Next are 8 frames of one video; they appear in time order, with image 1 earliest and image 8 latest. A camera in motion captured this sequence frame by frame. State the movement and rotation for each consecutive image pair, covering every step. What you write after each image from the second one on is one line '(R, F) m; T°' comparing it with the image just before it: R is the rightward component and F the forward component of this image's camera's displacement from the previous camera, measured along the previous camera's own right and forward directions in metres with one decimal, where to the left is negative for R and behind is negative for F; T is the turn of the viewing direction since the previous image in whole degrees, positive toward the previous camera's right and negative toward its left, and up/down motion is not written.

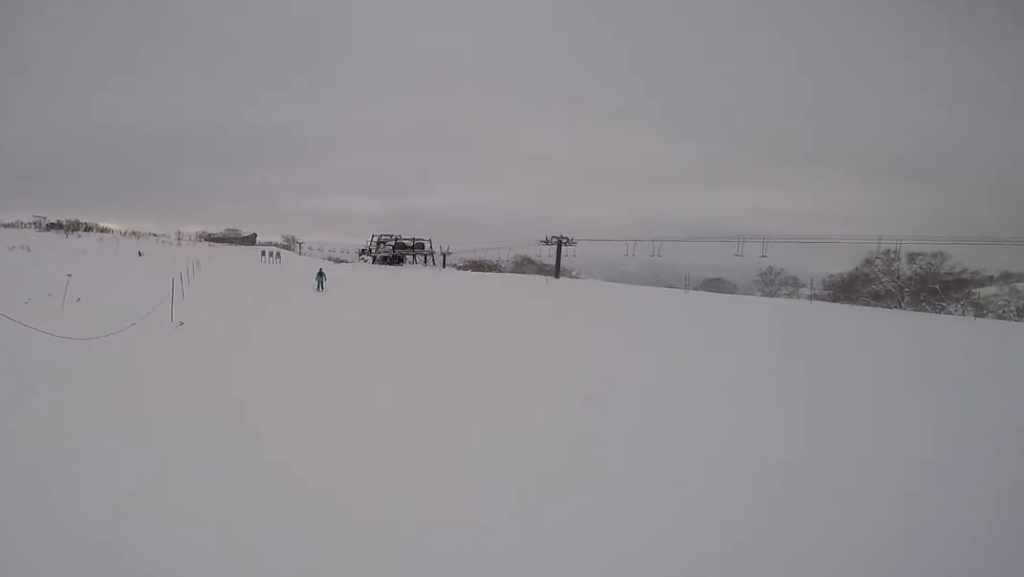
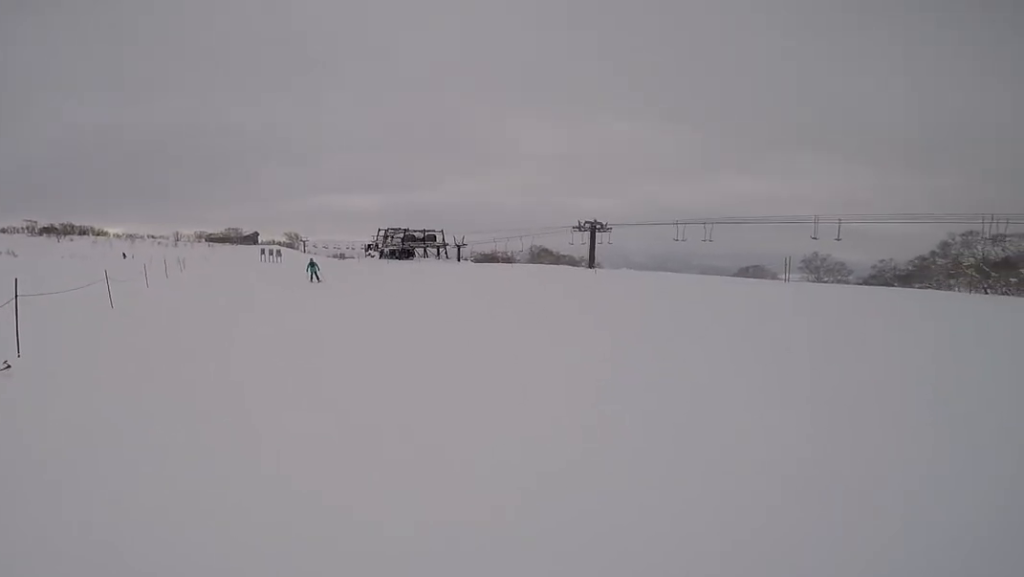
(0.0, +7.7) m; -2°
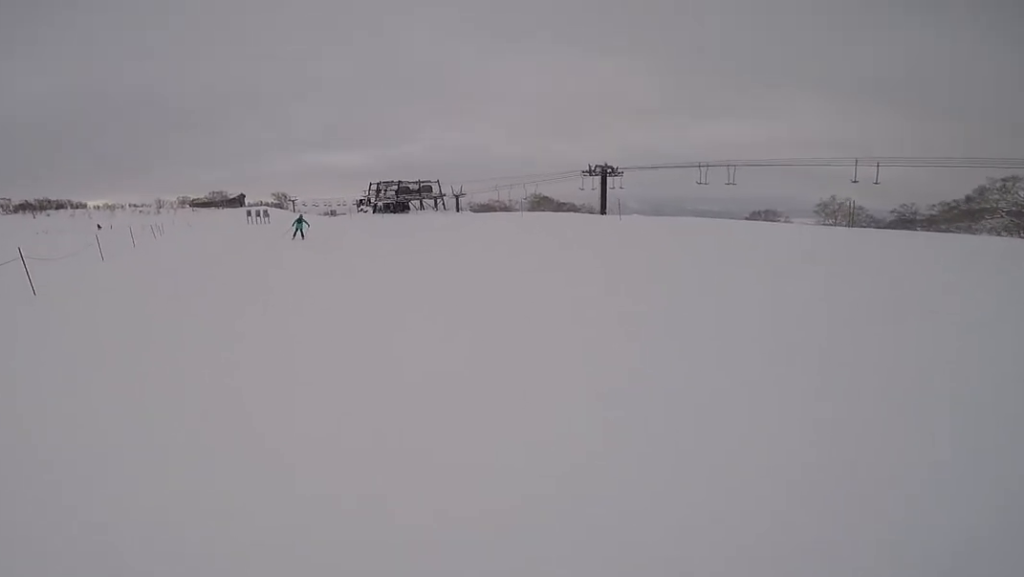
(-0.1, +3.8) m; -3°
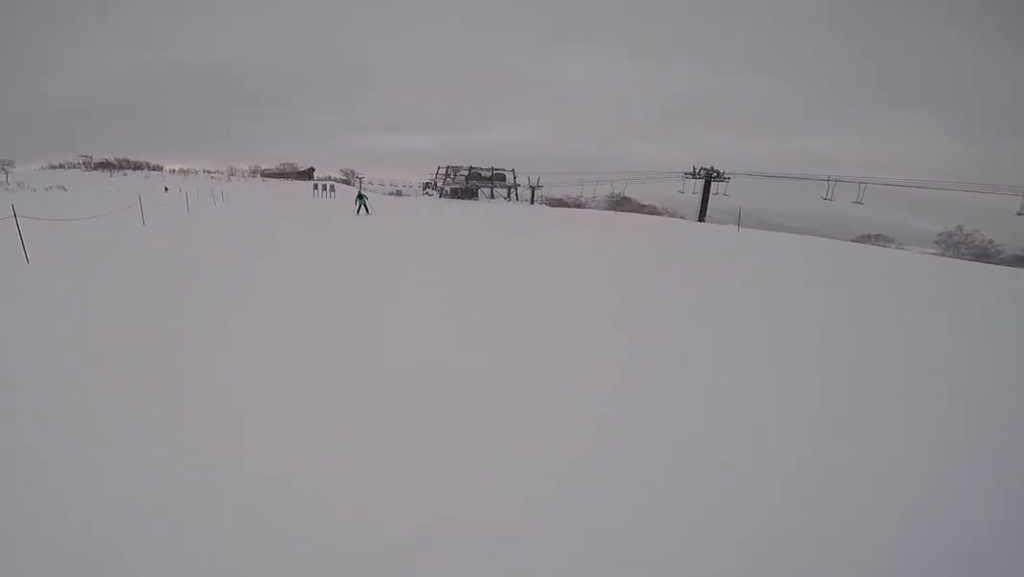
(-0.1, +3.7) m; -1°
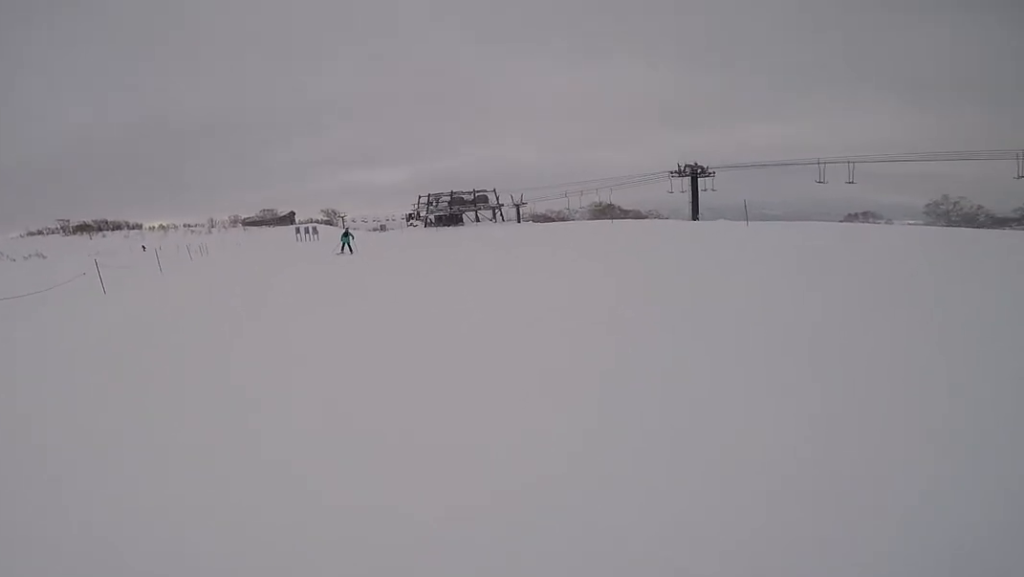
(0.0, +2.3) m; 0°
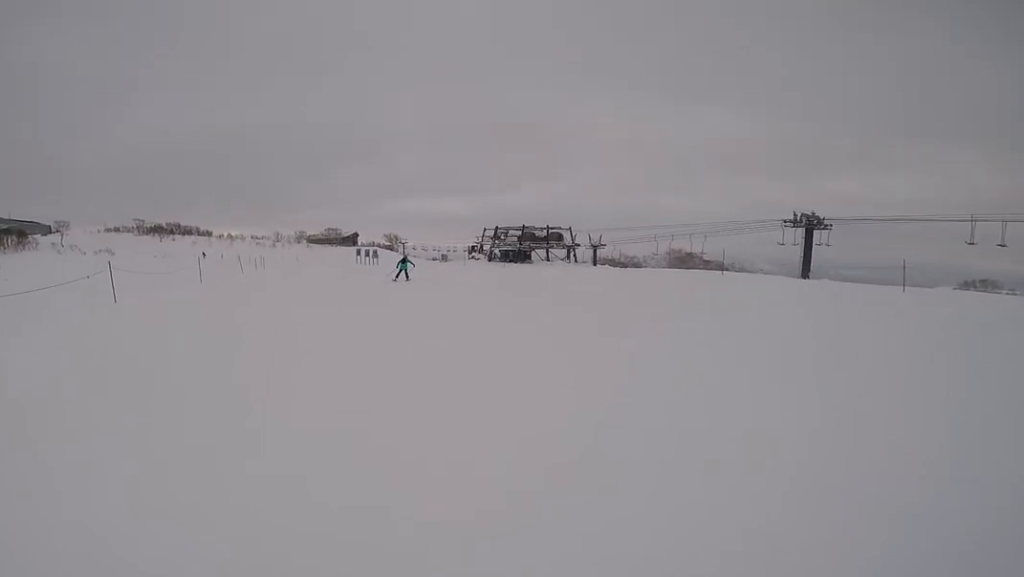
(-0.1, +3.9) m; -4°
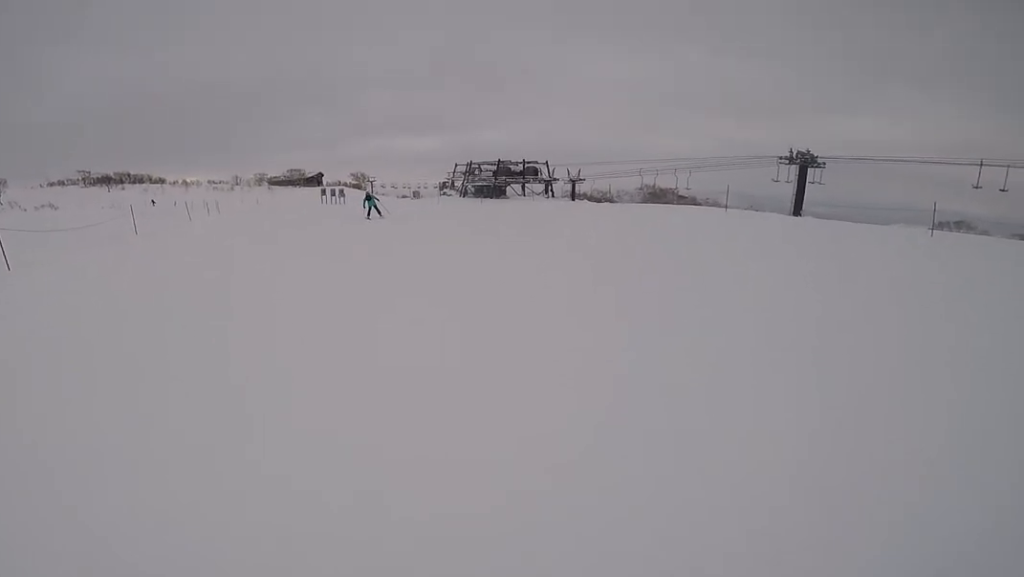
(-0.1, +2.7) m; -3°
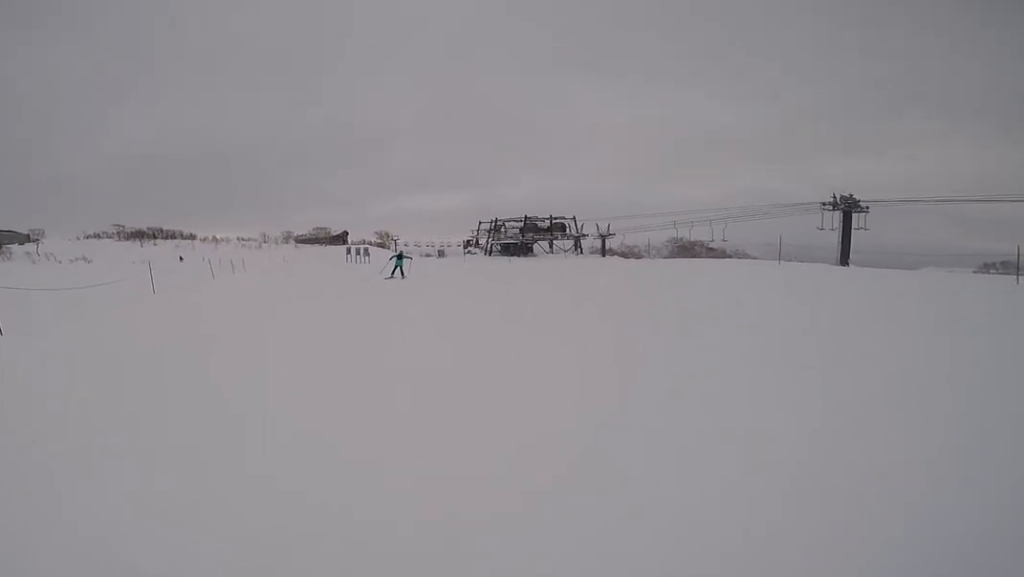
(0.0, +1.7) m; 0°
